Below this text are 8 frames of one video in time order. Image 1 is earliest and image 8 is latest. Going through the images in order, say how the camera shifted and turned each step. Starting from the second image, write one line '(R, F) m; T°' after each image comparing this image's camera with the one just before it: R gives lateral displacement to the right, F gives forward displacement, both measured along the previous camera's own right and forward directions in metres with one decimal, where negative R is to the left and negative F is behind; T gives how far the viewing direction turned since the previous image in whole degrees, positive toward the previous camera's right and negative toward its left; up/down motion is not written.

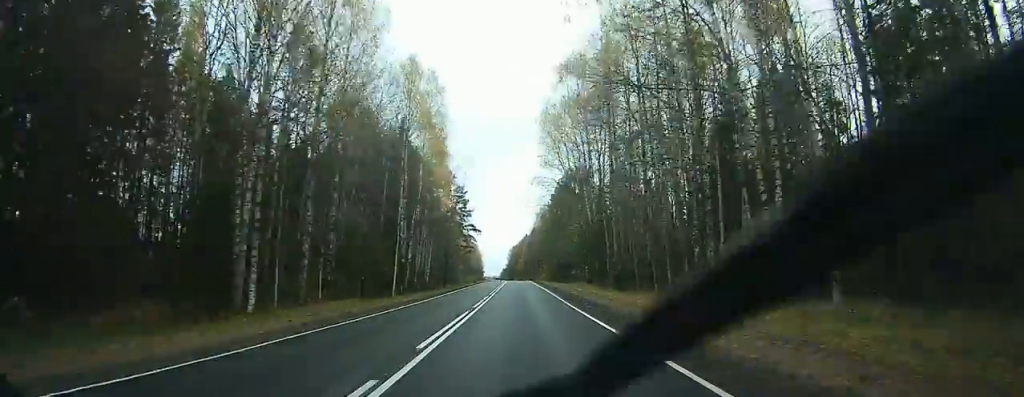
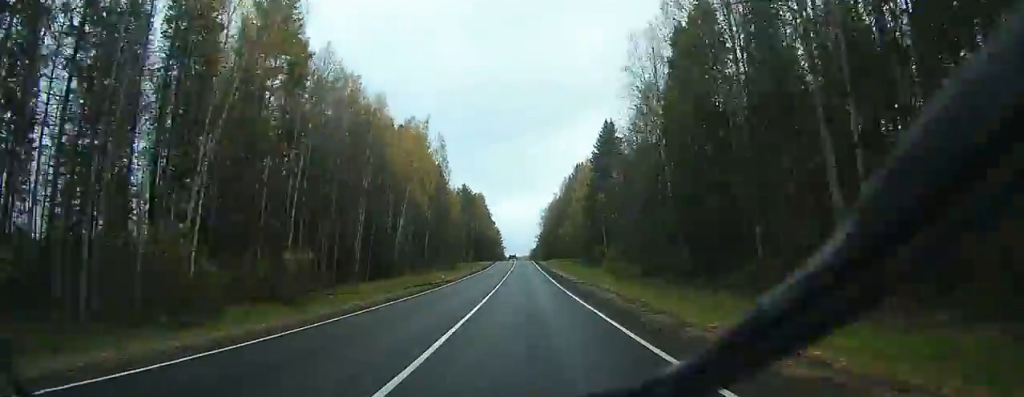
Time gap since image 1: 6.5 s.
(-3.5, +169.9) m; -2°
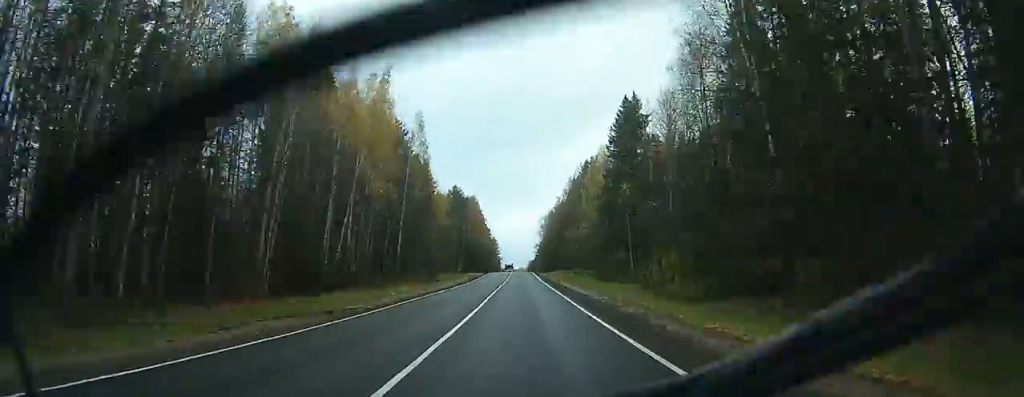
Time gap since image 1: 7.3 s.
(+0.1, +20.9) m; 0°
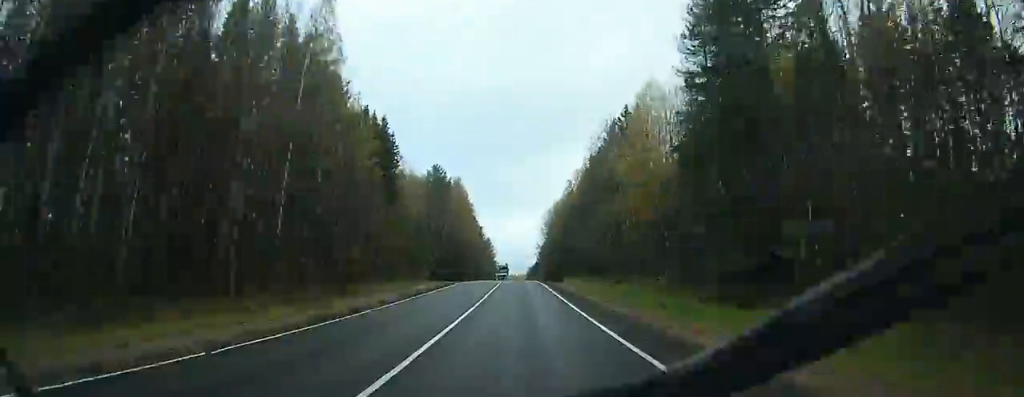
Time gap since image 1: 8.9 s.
(-0.4, +40.1) m; 0°
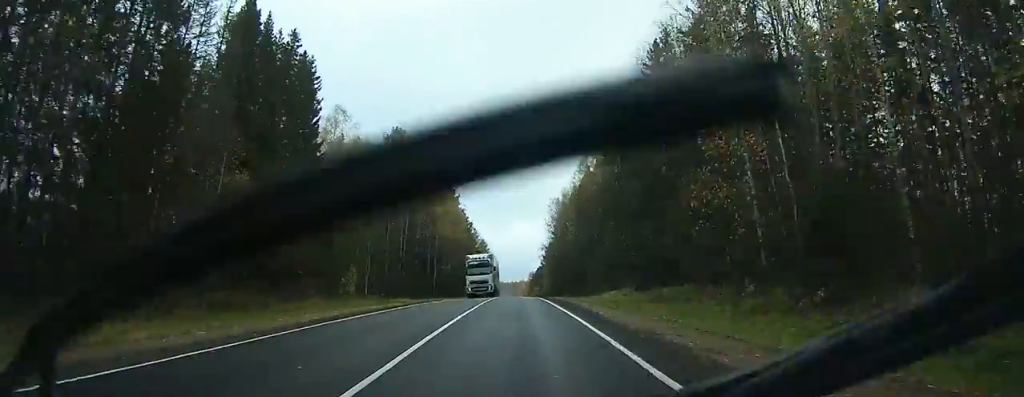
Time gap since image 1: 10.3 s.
(0.0, +38.3) m; 0°
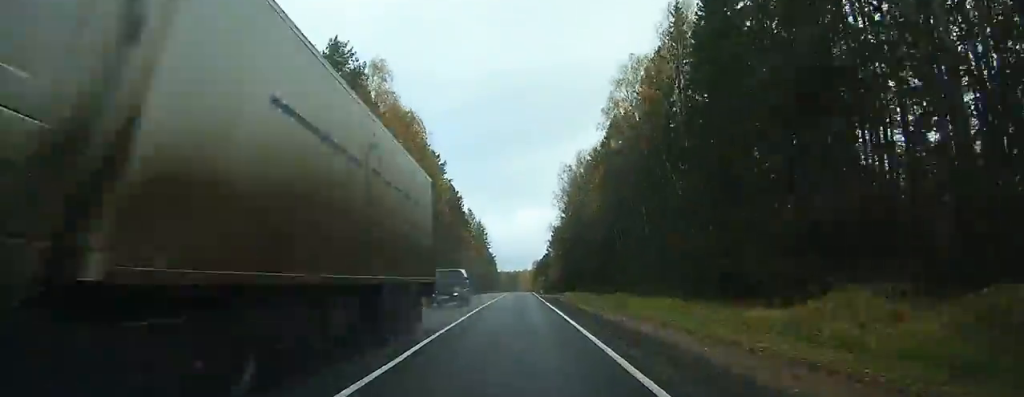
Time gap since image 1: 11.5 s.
(+0.1, +31.2) m; 0°
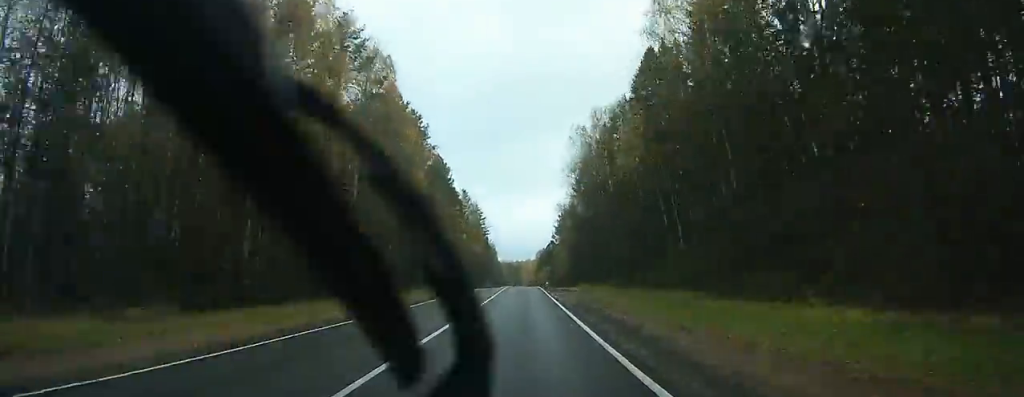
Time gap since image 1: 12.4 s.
(0.0, +22.4) m; 0°
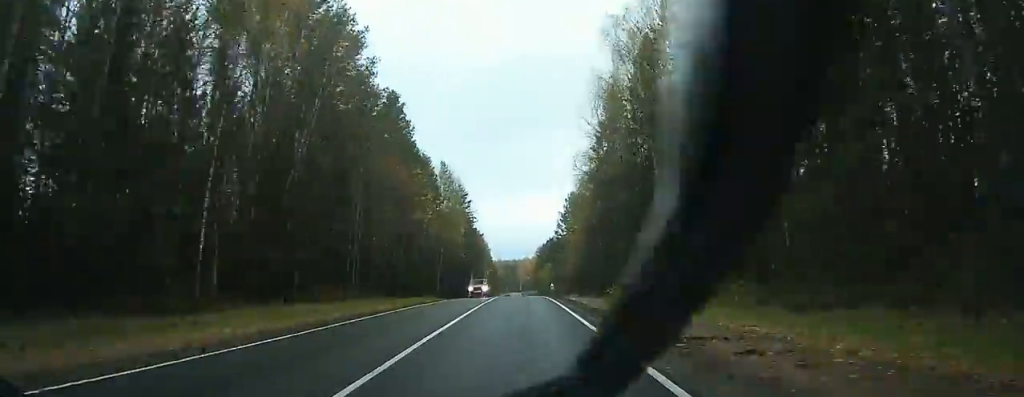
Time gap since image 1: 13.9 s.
(0.0, +37.9) m; -1°
